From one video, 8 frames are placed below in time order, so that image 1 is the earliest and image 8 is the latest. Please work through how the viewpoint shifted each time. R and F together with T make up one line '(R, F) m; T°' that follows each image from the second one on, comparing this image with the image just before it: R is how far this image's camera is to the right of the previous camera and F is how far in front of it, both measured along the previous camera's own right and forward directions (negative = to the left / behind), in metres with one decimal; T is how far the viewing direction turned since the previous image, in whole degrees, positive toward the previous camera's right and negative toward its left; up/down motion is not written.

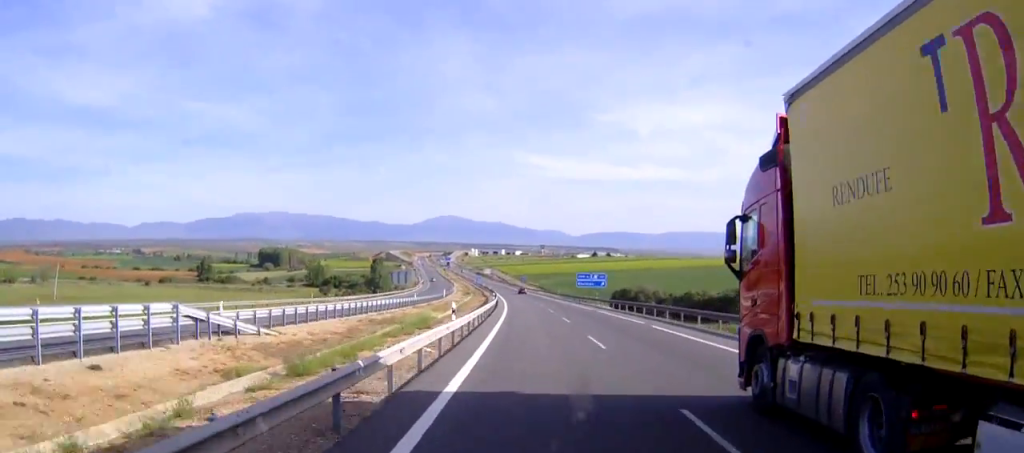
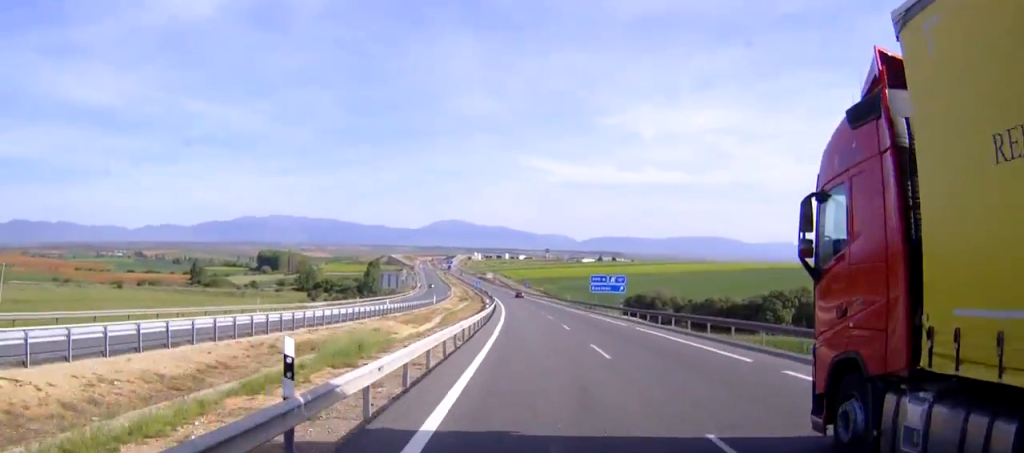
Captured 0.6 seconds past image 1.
(-0.2, +18.2) m; 0°
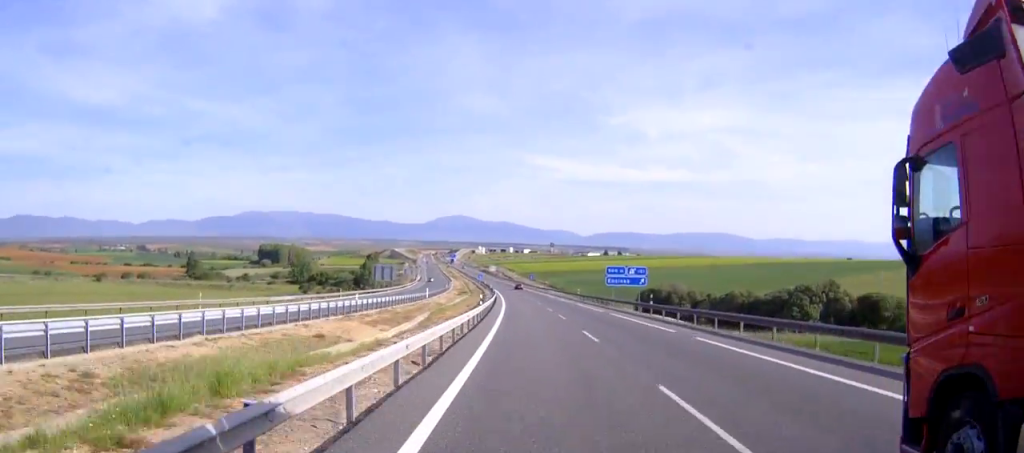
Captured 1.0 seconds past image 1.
(0.0, +13.3) m; 0°
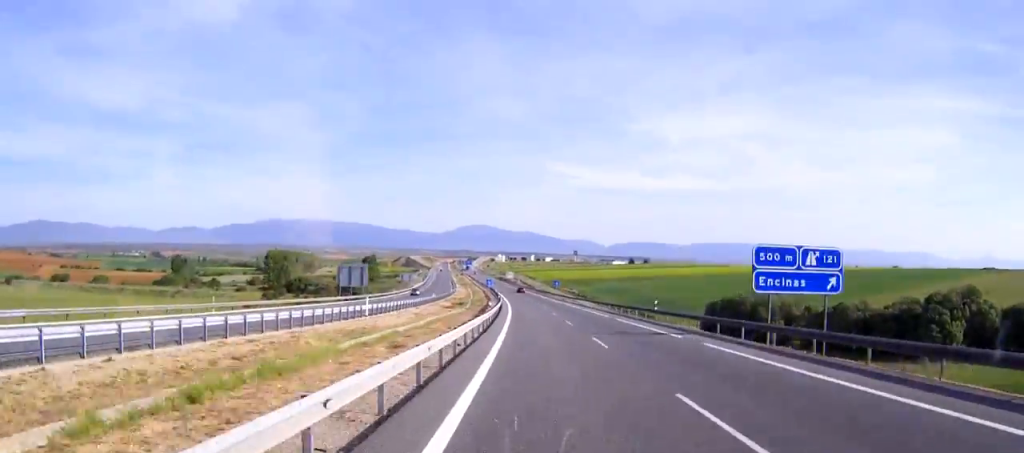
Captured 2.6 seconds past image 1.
(0.0, +47.0) m; 0°
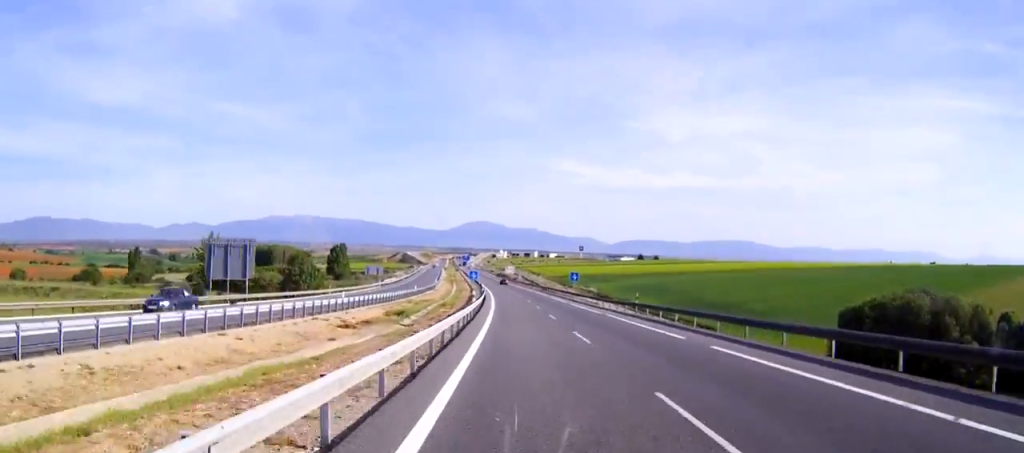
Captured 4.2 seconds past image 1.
(-0.5, +50.3) m; -1°
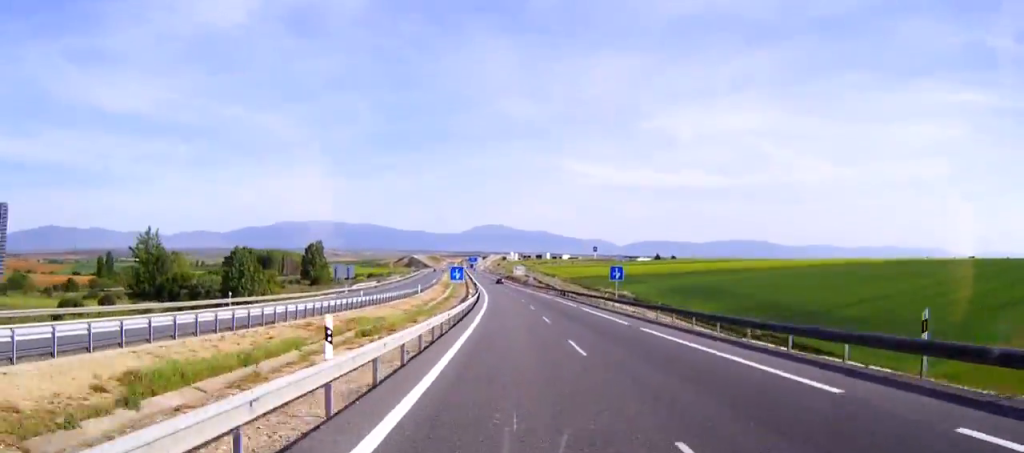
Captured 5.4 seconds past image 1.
(-0.3, +37.3) m; -2°
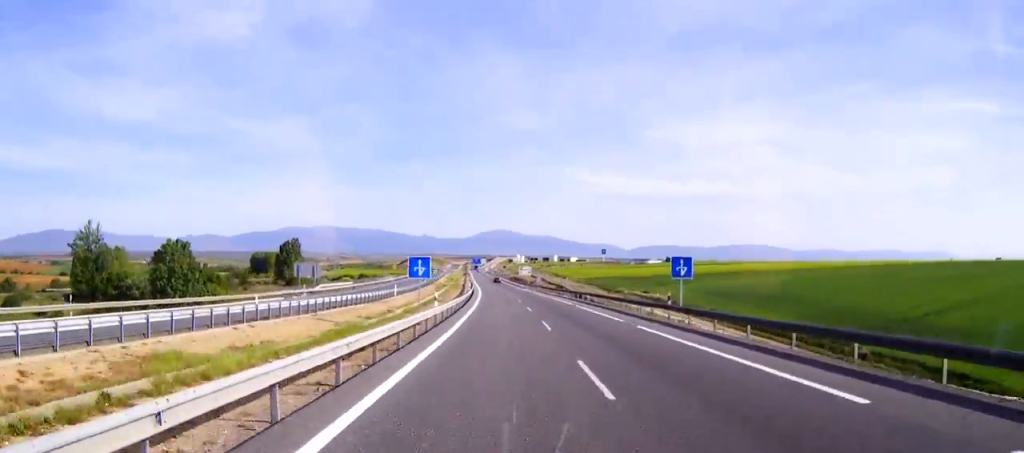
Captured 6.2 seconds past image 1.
(-0.7, +25.0) m; -1°
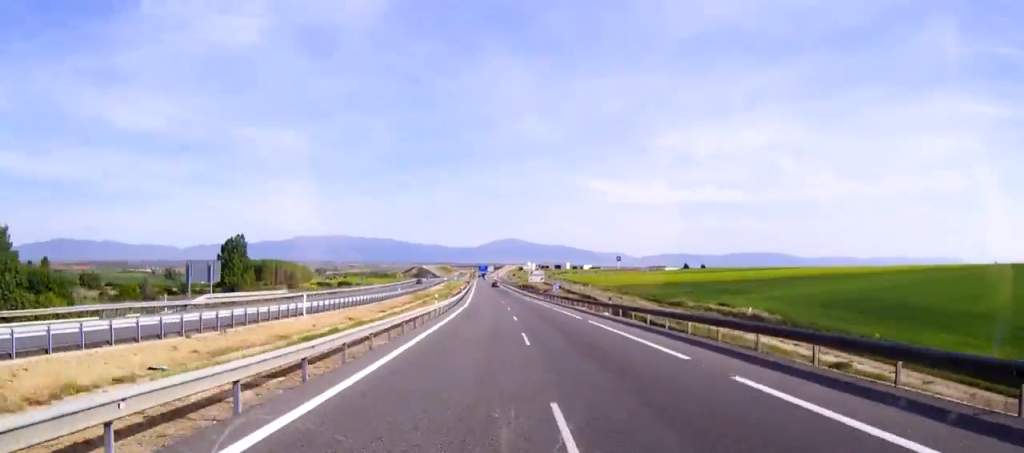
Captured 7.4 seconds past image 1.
(-0.3, +39.0) m; 0°
